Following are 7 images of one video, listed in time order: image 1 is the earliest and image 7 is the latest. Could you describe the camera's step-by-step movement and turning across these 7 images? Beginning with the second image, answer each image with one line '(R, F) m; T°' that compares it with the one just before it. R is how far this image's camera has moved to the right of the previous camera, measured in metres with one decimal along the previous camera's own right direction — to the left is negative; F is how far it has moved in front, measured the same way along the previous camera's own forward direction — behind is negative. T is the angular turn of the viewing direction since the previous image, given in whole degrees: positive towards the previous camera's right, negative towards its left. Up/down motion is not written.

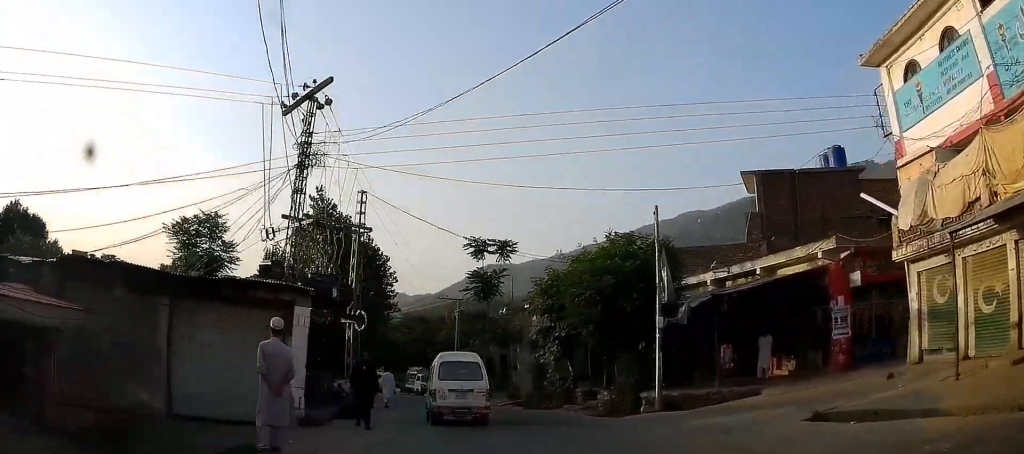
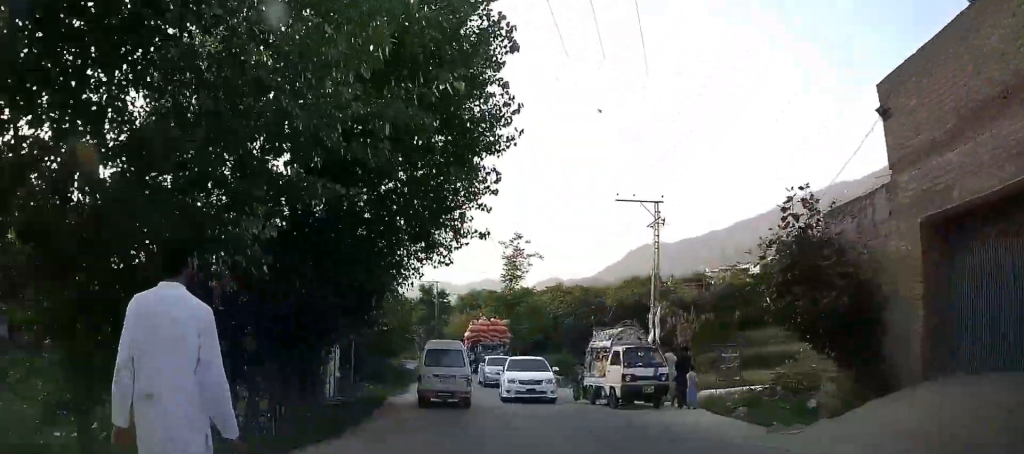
(-3.1, +27.7) m; -10°
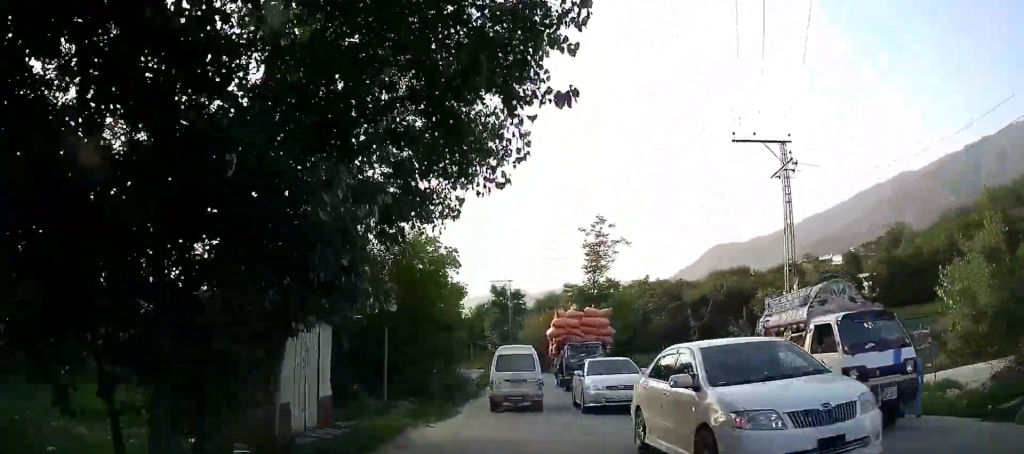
(-0.2, +7.3) m; -5°
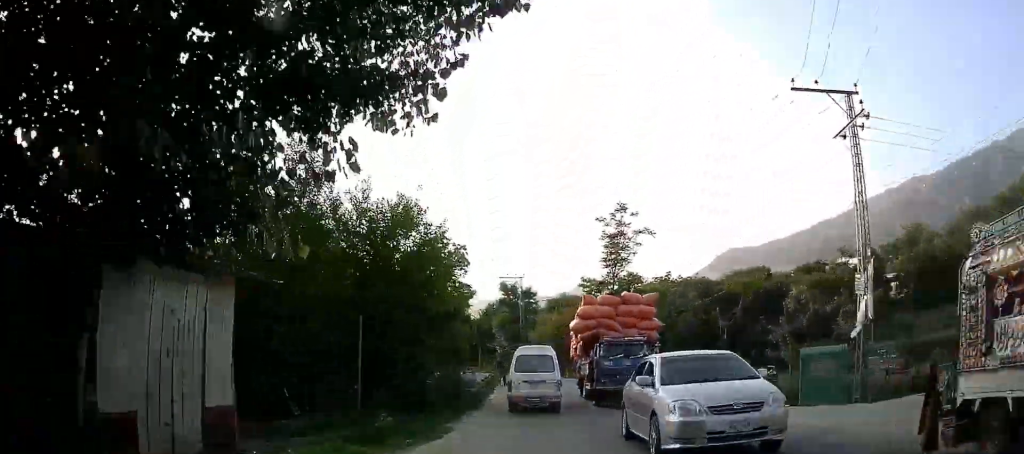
(+0.1, +4.2) m; -3°
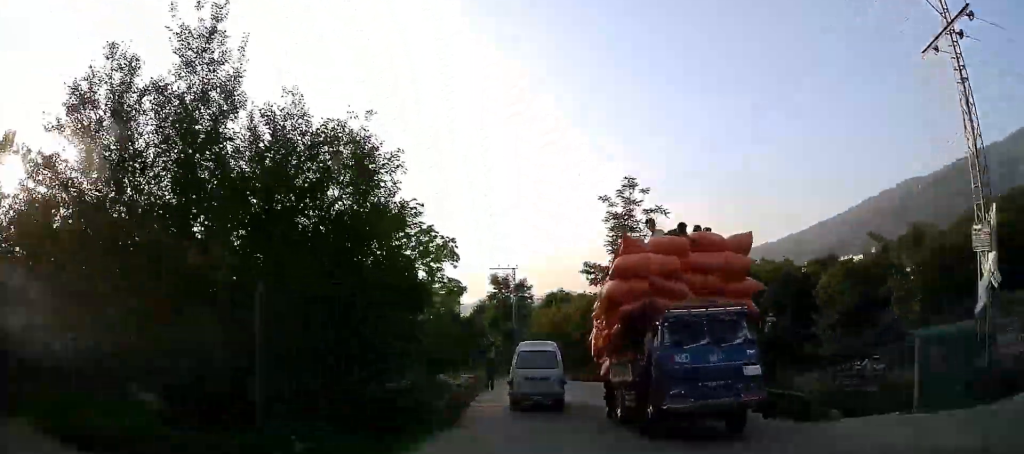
(-0.4, +5.6) m; -2°
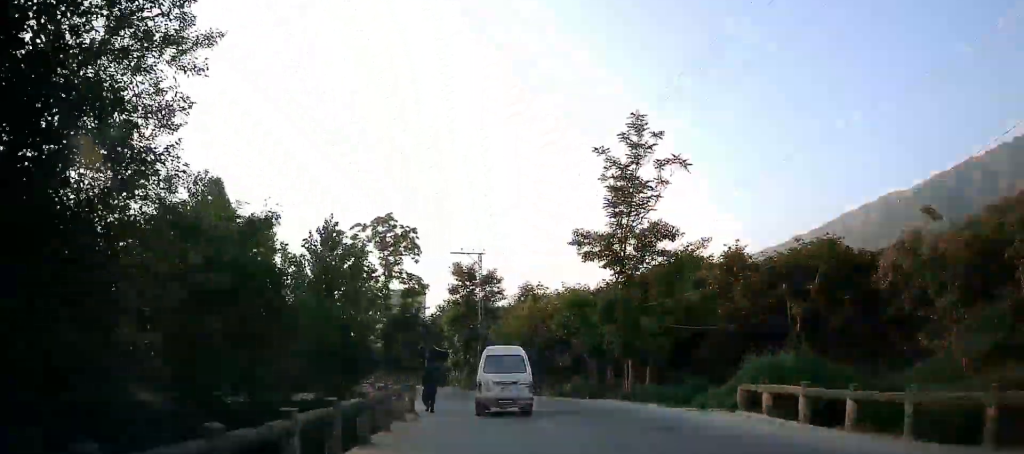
(-0.3, +10.1) m; -1°
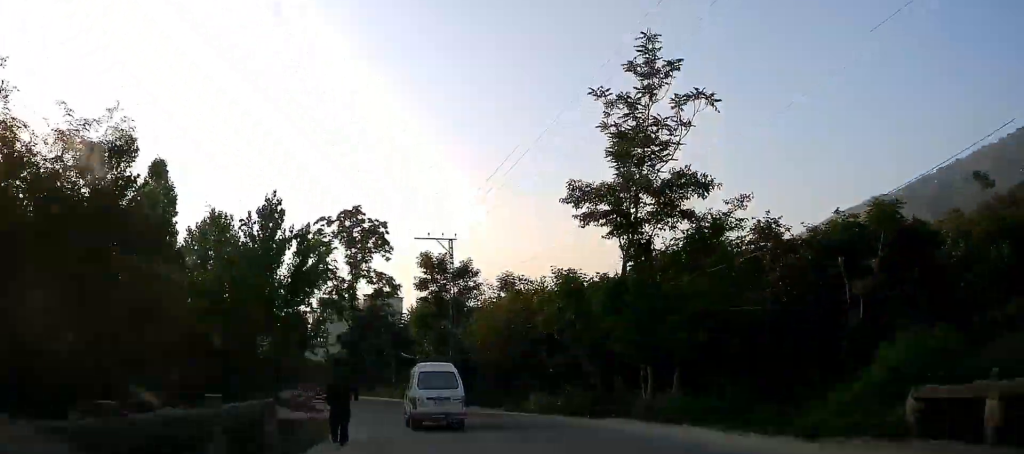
(+0.1, +6.8) m; 0°
